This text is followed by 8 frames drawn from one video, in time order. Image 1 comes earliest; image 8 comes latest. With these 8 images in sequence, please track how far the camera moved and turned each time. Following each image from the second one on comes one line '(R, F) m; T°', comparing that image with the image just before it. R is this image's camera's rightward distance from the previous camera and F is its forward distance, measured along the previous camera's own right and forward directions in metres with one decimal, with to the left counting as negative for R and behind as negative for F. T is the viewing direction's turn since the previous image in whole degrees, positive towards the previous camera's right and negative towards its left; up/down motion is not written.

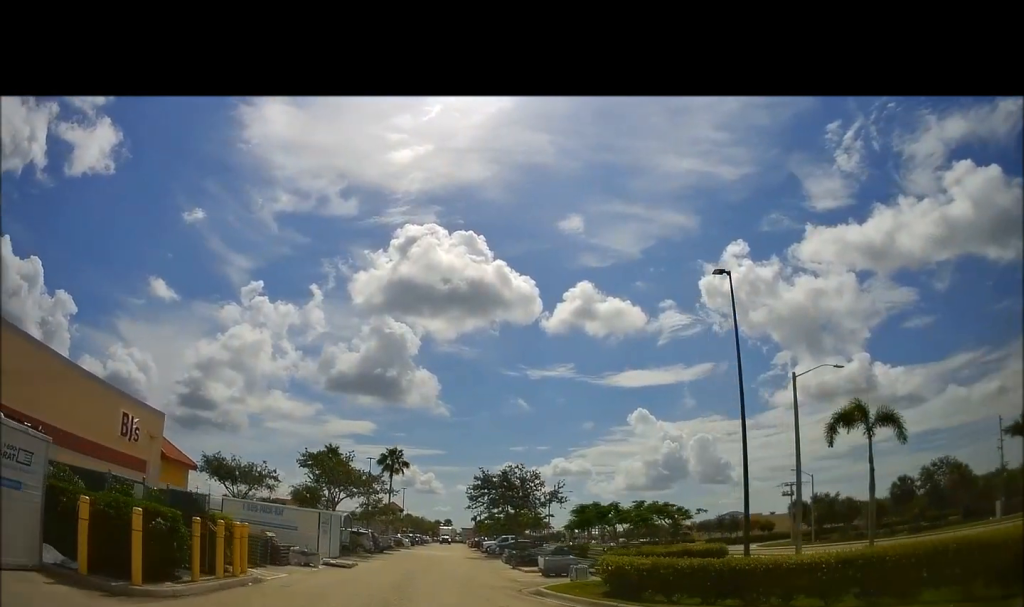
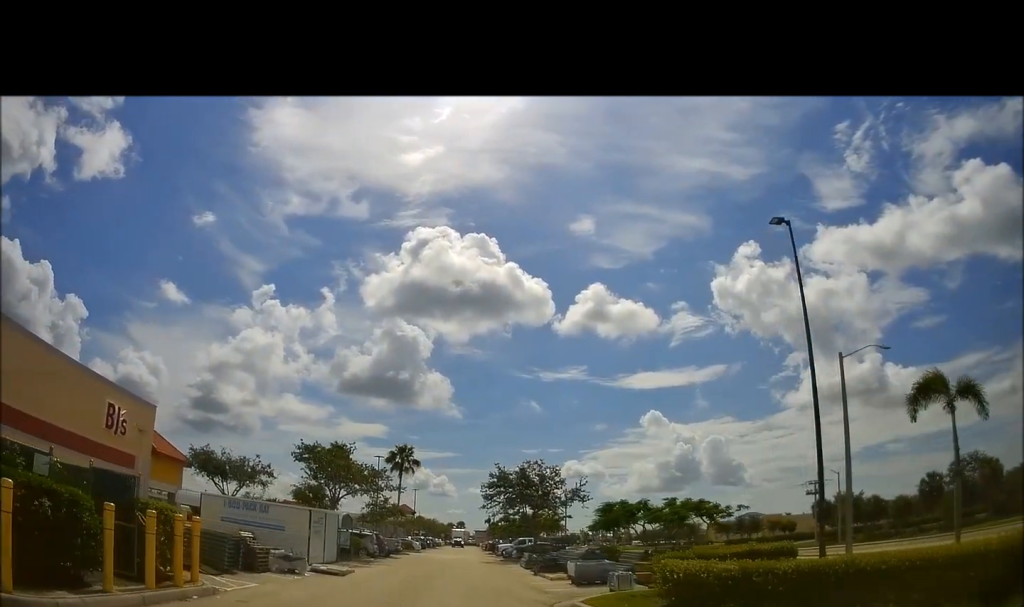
(-0.2, +3.9) m; -3°
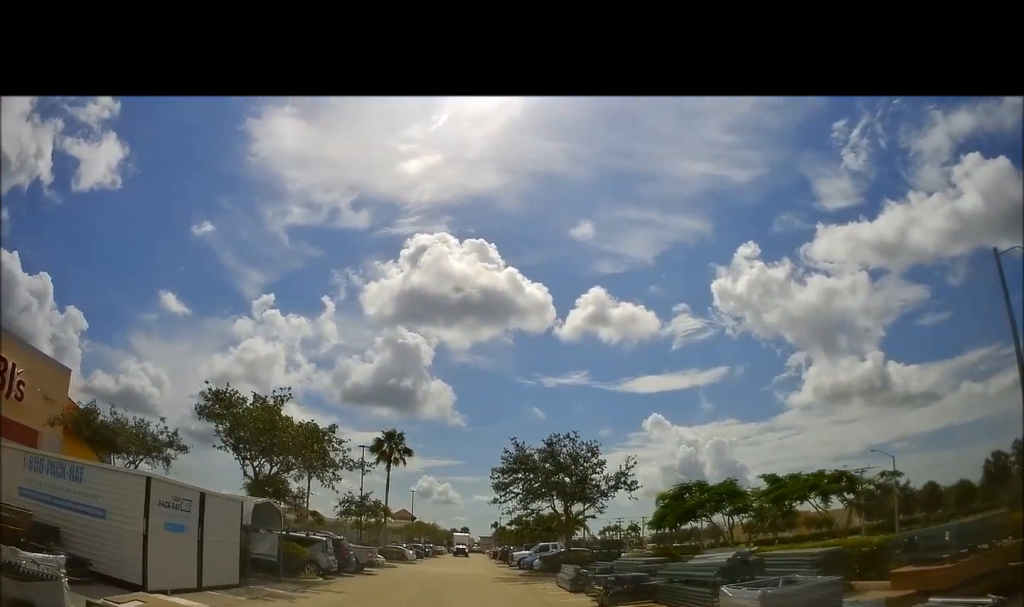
(-0.1, +12.5) m; -1°
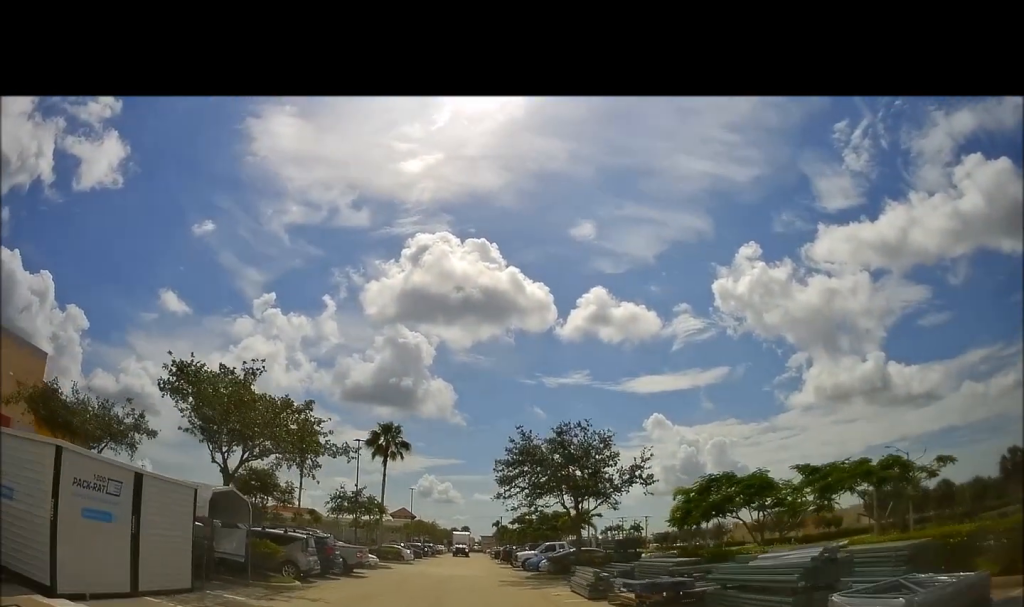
(0.0, +2.8) m; 0°
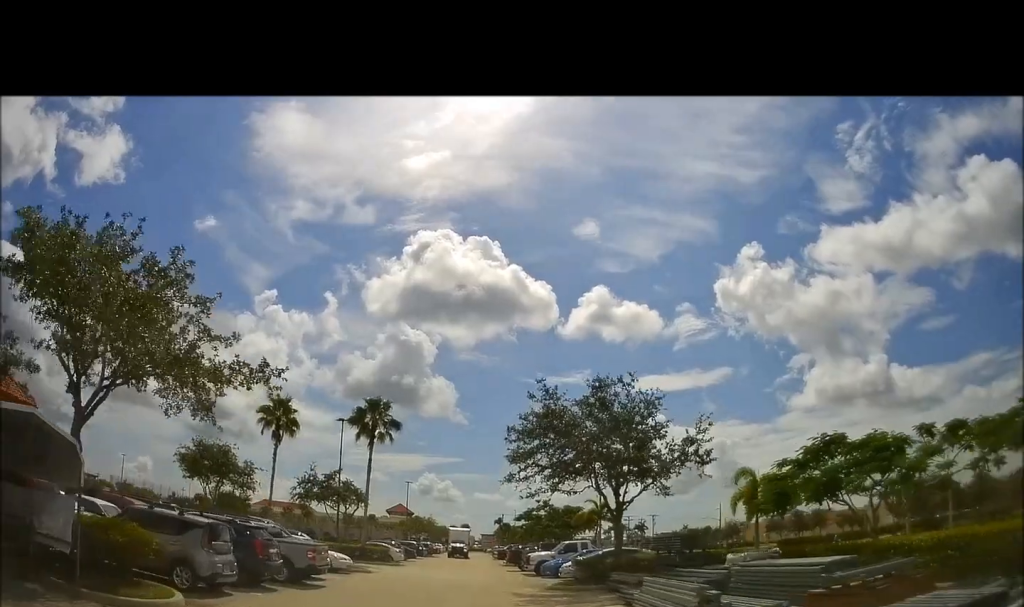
(0.0, +7.4) m; +2°
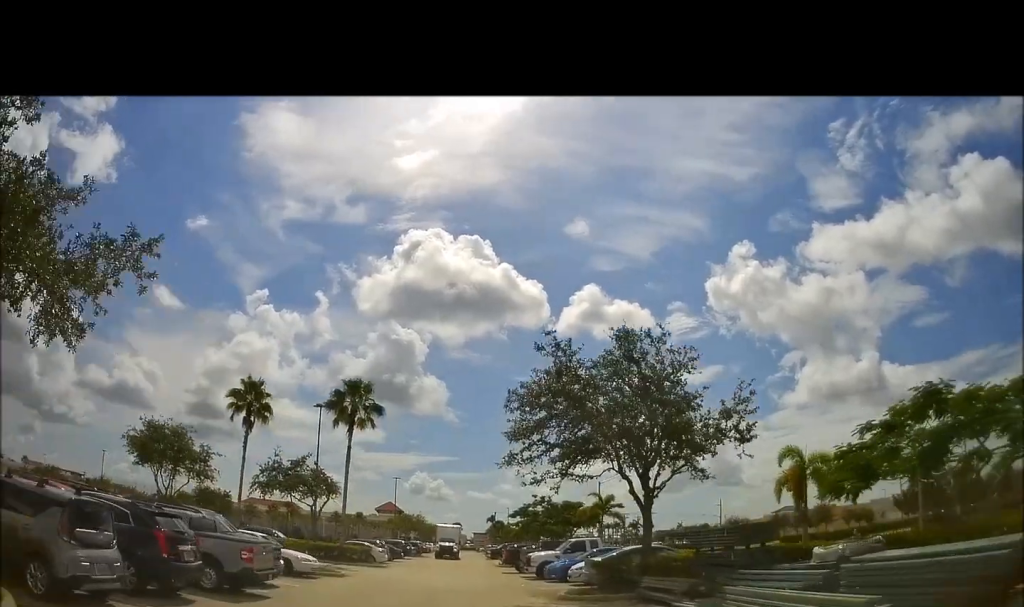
(0.0, +4.3) m; +3°
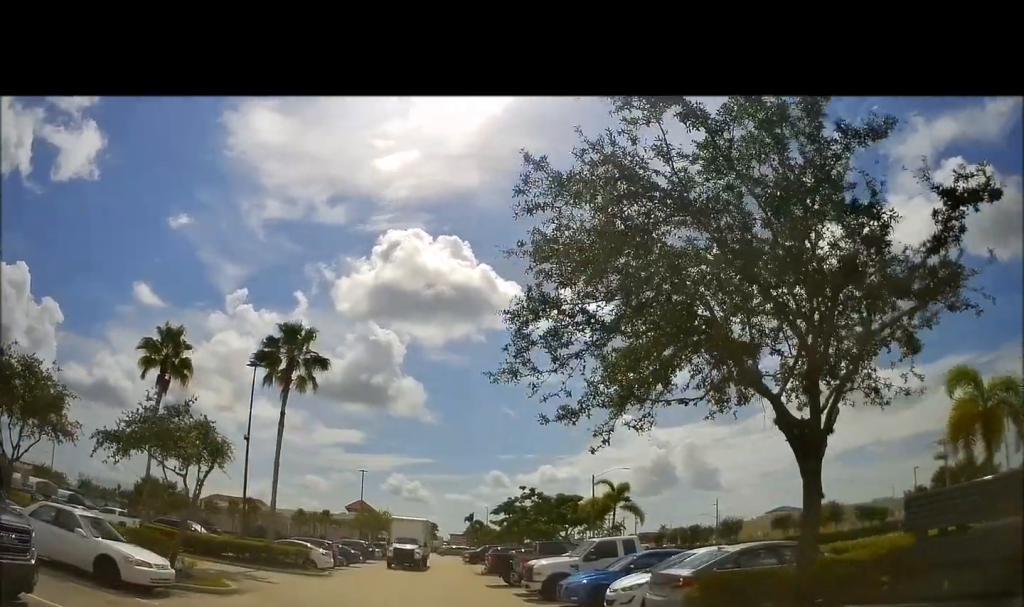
(+0.2, +9.3) m; +1°
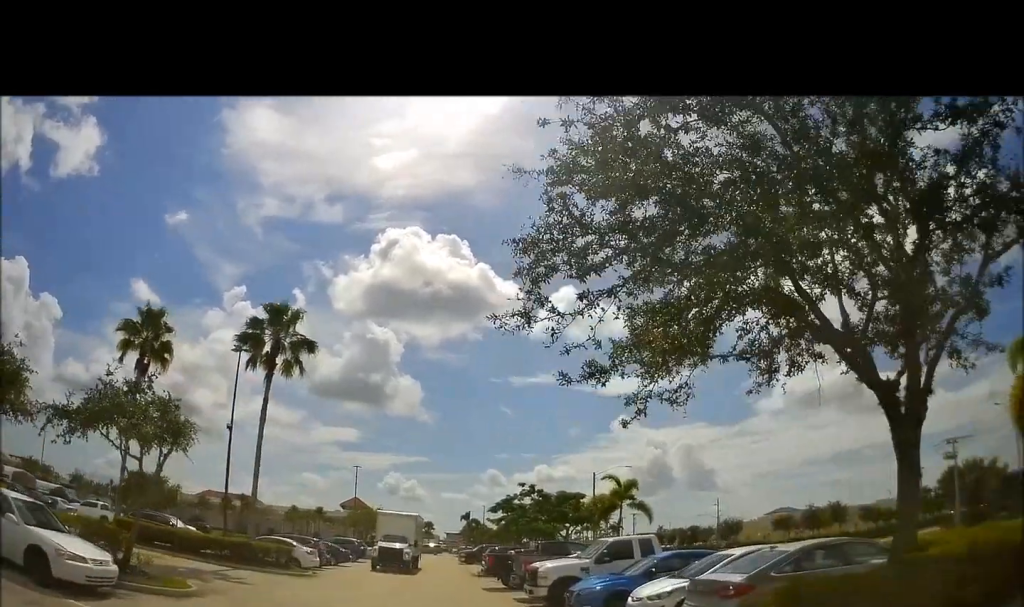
(+0.1, +2.2) m; 0°
